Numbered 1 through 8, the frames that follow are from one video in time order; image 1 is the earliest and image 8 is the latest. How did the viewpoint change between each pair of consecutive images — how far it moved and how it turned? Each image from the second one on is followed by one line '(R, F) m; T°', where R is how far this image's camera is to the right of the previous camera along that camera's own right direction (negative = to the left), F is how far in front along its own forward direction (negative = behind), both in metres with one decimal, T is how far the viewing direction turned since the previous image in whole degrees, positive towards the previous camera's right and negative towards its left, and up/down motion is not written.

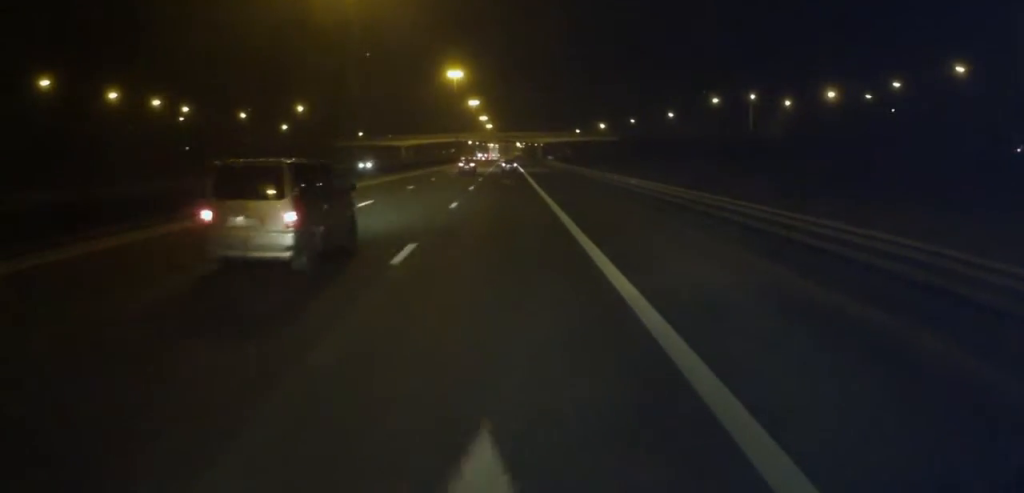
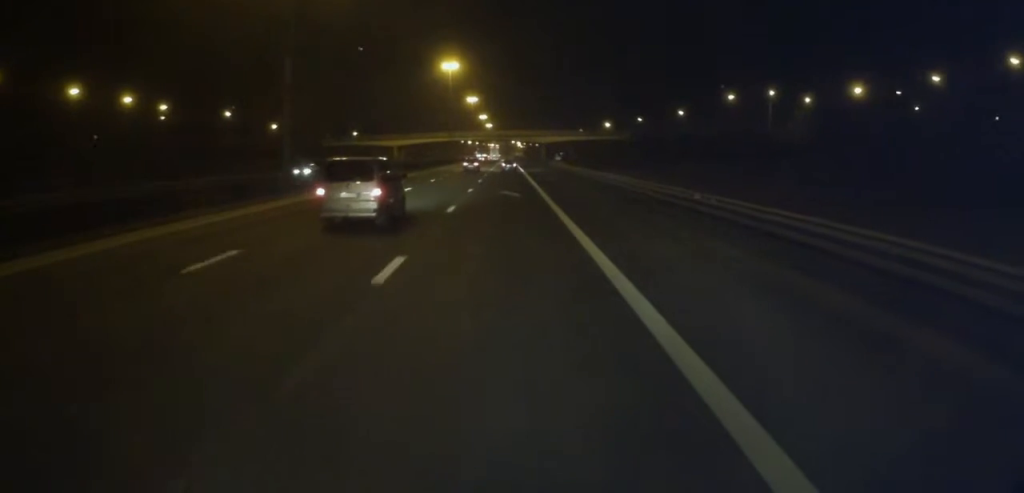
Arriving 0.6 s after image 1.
(+0.2, +14.1) m; +1°
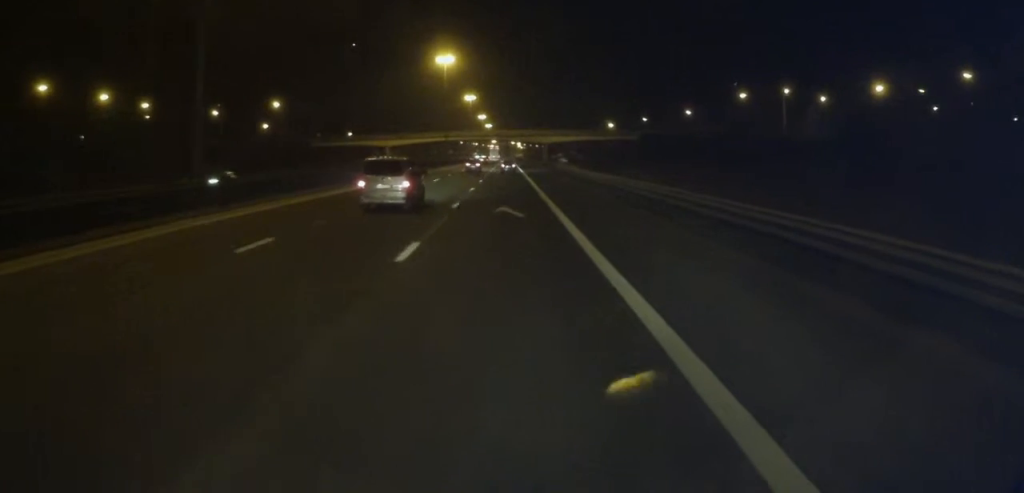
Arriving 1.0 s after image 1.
(0.0, +10.2) m; 0°
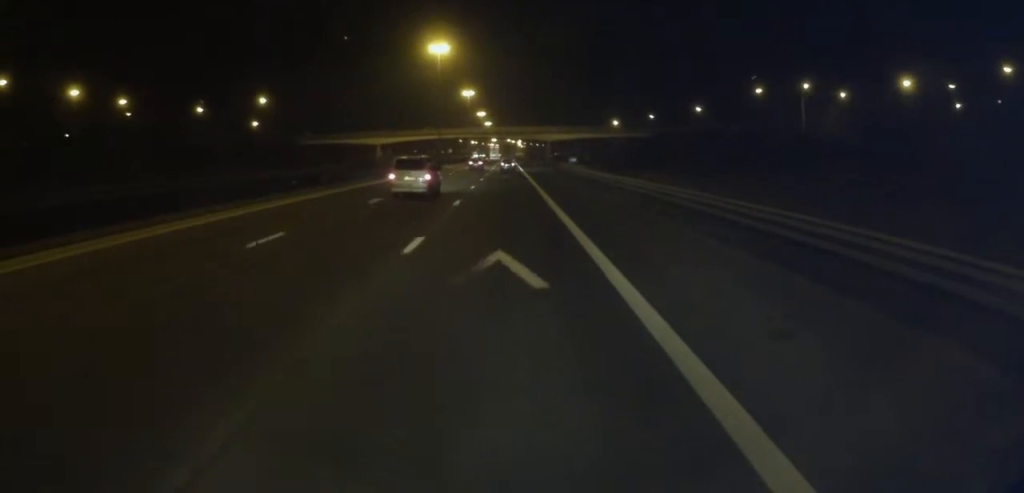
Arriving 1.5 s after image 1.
(+0.1, +11.7) m; 0°
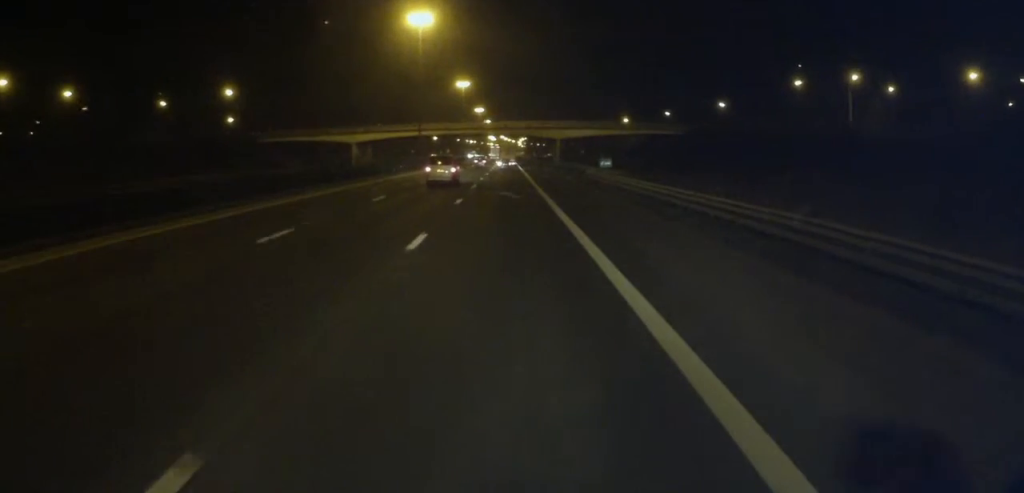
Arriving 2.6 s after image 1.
(-0.4, +24.3) m; 0°
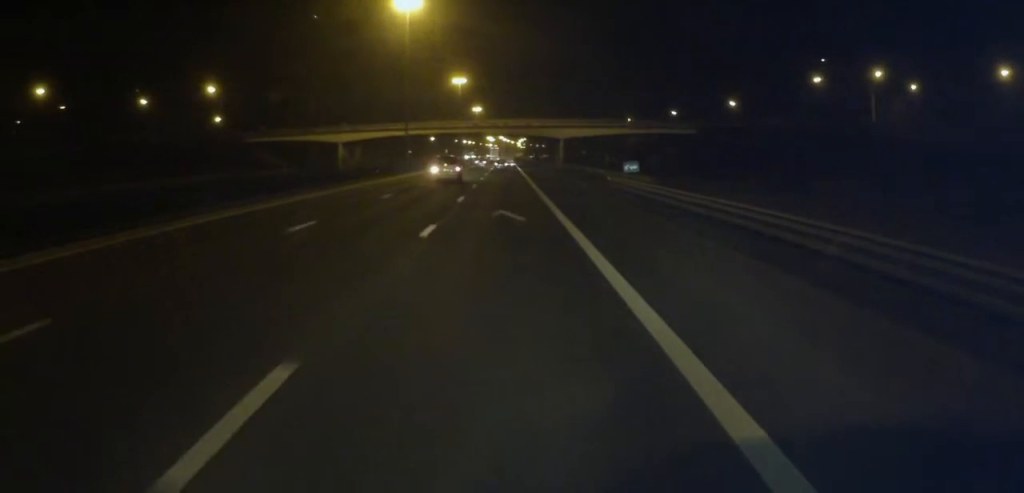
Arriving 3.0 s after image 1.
(0.0, +10.2) m; 0°
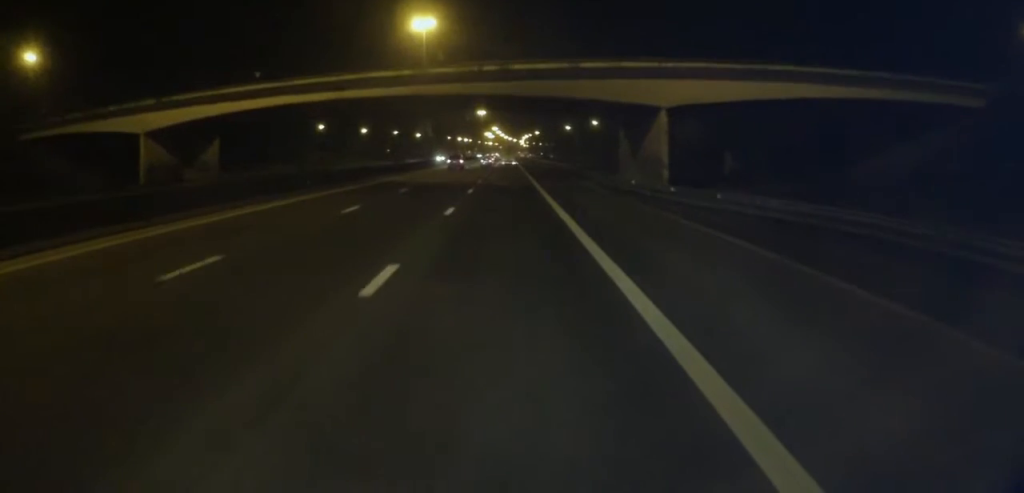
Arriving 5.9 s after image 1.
(+0.4, +69.1) m; 0°
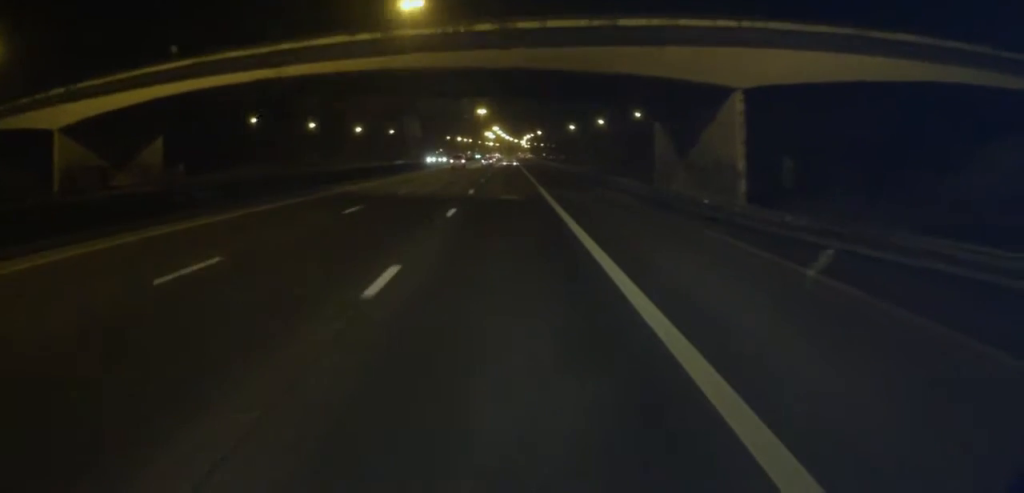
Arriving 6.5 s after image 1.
(+0.2, +12.5) m; +1°
